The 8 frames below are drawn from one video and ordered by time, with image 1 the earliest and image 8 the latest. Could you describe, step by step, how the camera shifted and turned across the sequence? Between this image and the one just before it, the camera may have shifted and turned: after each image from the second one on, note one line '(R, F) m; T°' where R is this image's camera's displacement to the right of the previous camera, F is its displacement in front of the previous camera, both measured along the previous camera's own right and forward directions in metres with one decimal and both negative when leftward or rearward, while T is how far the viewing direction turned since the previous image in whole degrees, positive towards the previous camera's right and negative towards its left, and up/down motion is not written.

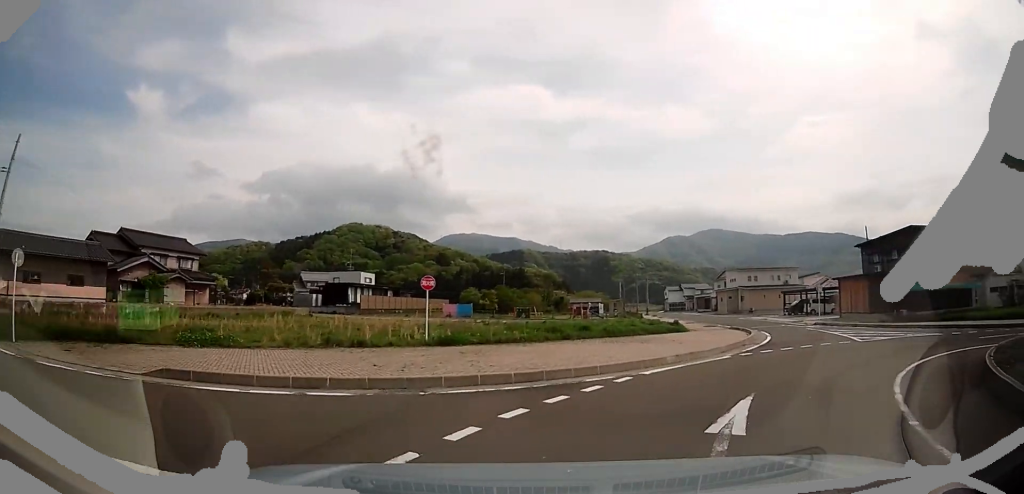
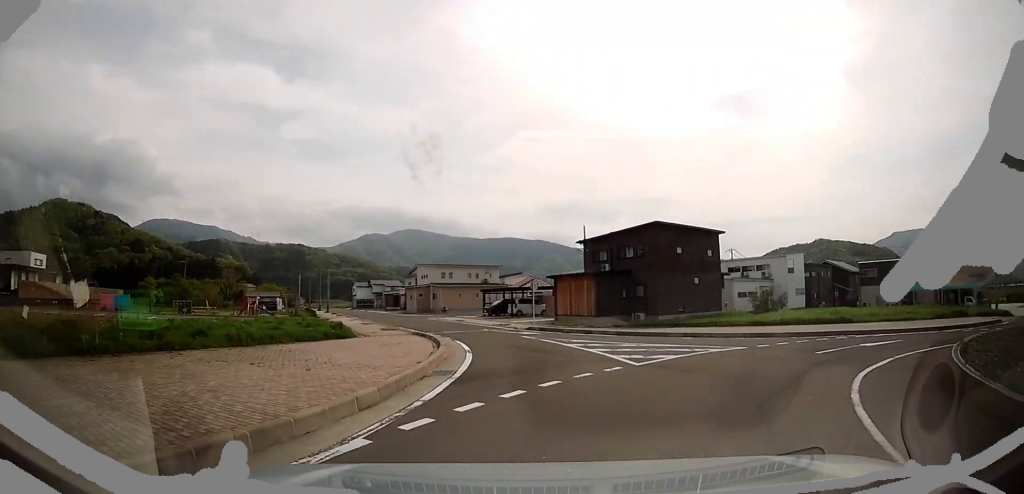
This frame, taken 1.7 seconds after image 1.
(+1.9, +9.8) m; +34°
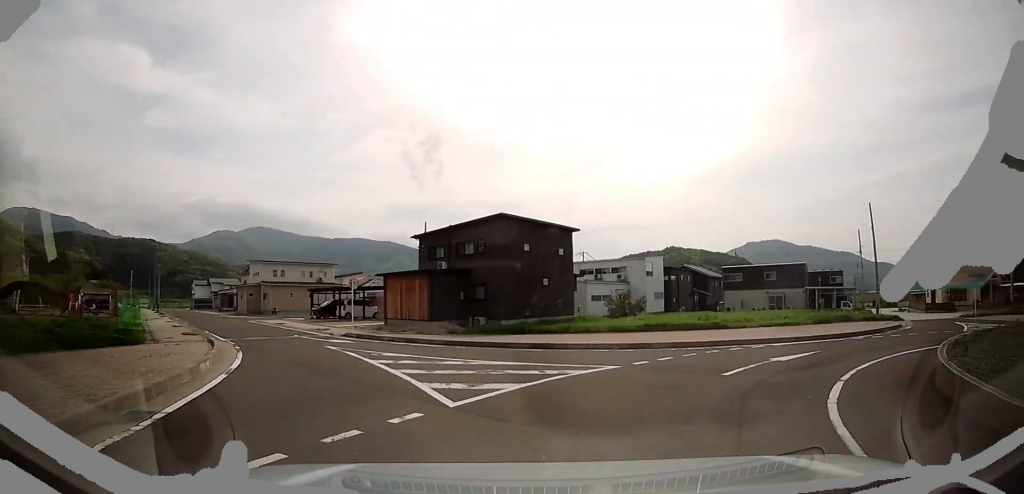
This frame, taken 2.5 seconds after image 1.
(+2.0, +4.0) m; +37°
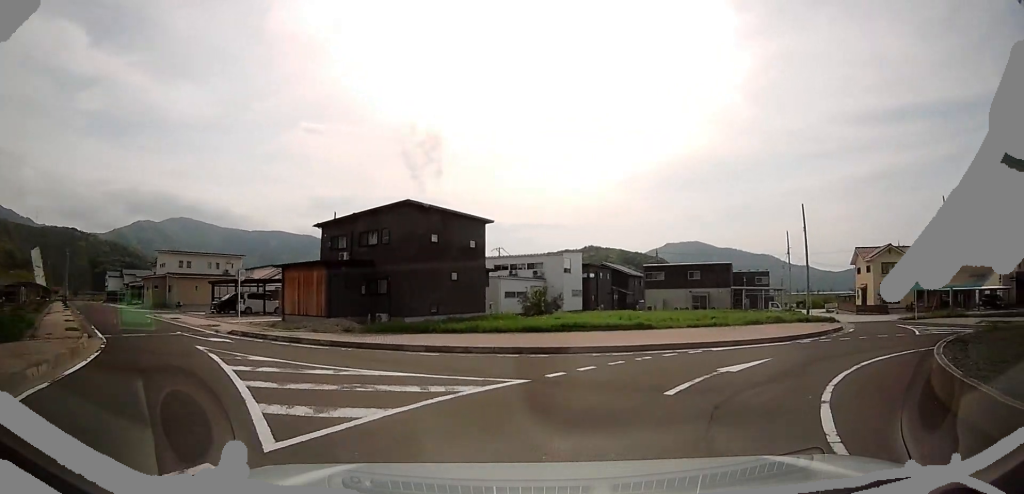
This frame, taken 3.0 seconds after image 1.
(+0.5, +2.2) m; +14°
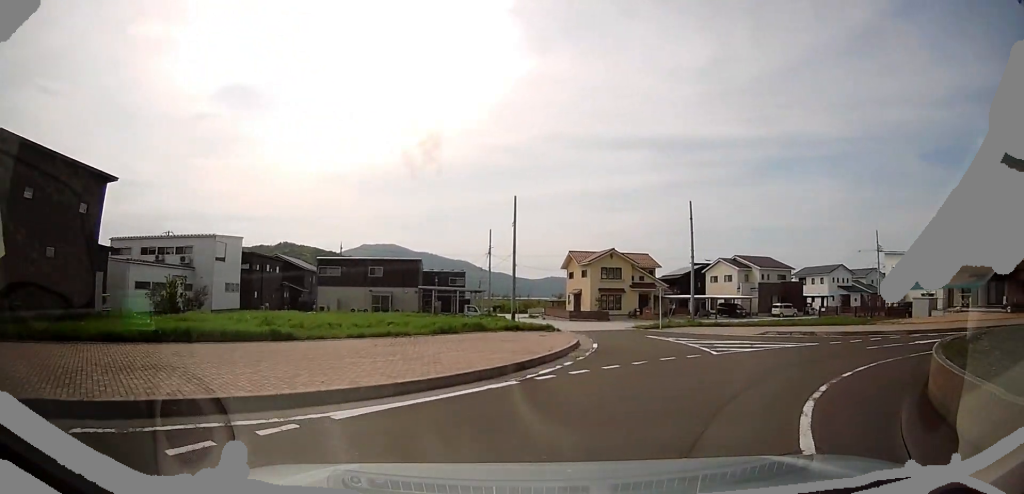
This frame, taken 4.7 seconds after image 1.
(+2.4, +7.5) m; +36°
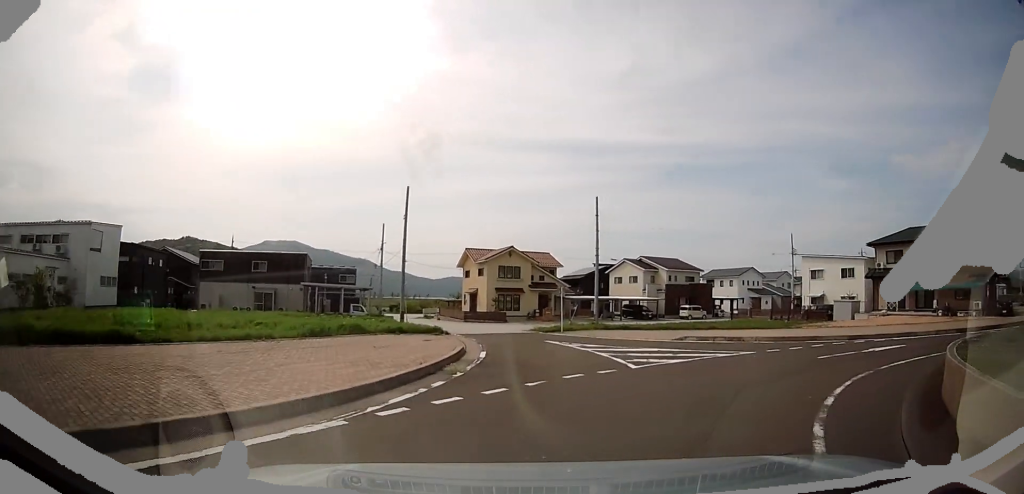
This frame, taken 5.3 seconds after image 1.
(+0.6, +2.8) m; +7°
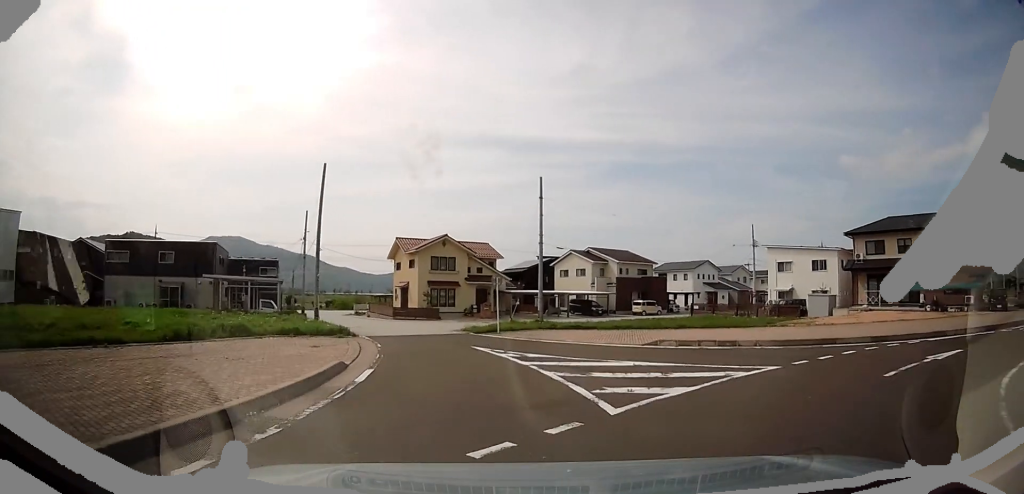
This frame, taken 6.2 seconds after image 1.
(+0.4, +5.1) m; -3°
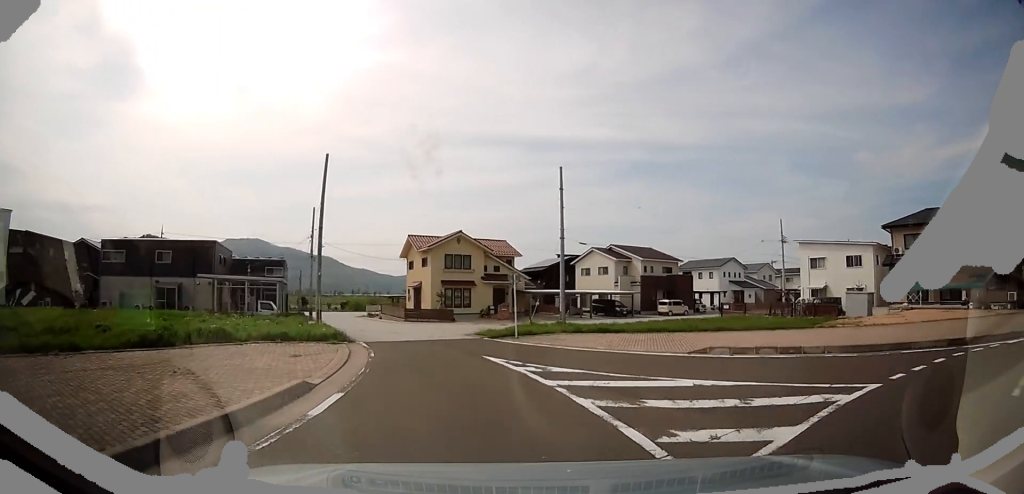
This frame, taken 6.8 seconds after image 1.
(+0.1, +2.9) m; -6°
